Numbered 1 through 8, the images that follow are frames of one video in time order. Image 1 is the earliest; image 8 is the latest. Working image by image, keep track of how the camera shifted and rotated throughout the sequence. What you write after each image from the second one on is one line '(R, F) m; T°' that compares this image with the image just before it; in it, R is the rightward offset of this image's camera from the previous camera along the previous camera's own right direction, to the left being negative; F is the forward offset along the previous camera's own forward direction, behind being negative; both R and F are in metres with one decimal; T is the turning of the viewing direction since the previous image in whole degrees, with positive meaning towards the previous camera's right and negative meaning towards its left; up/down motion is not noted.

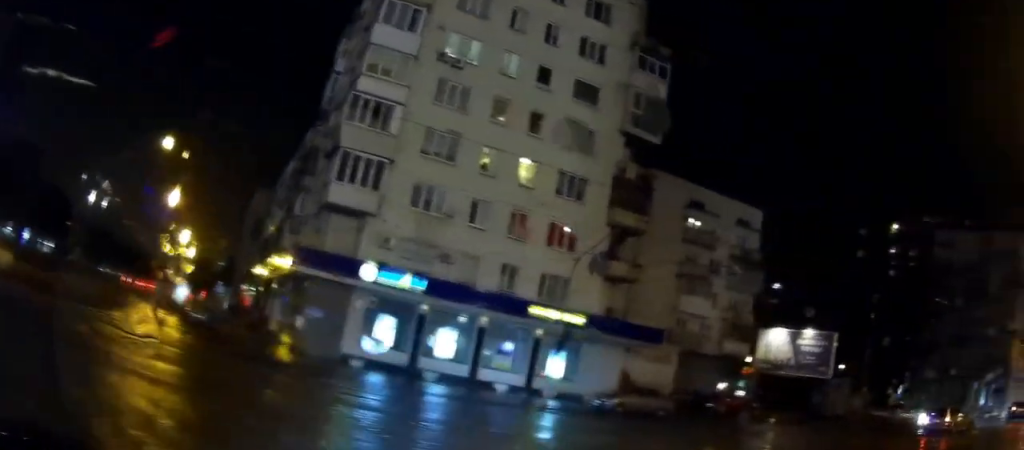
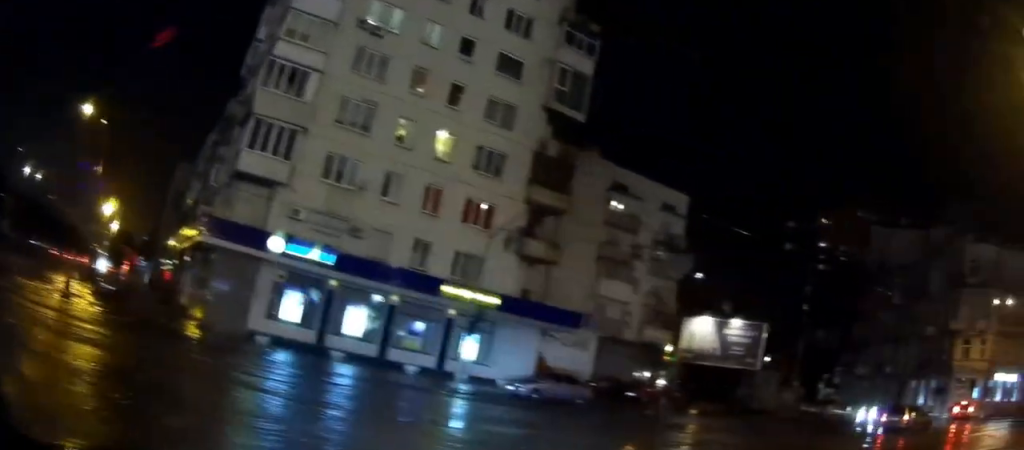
(-0.1, +1.6) m; +5°
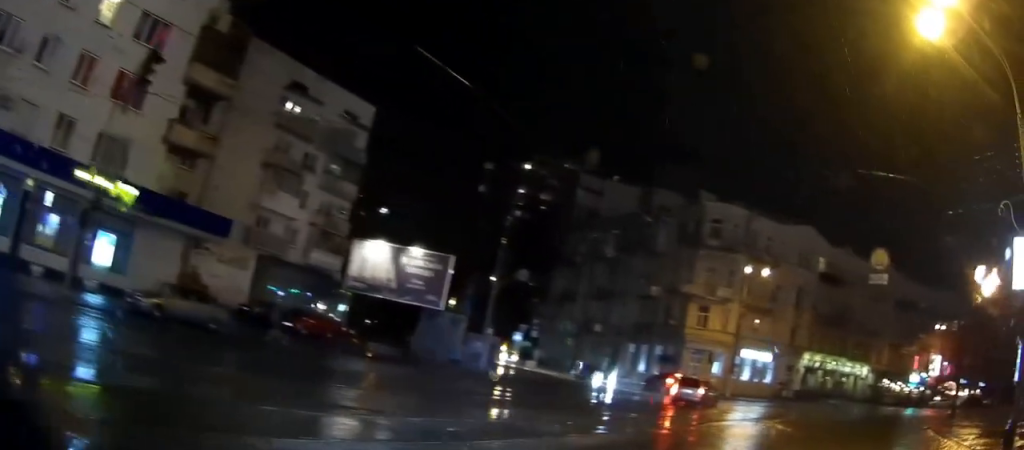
(+1.6, +6.2) m; +23°
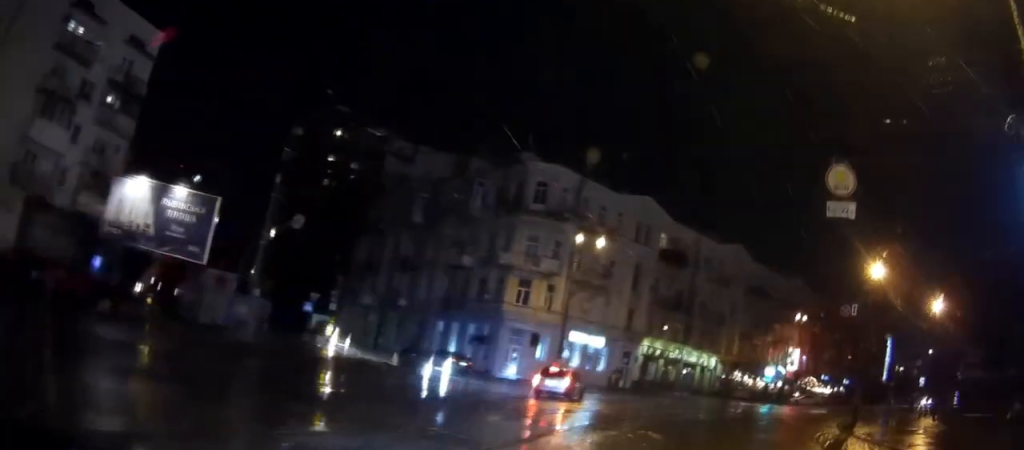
(+0.6, +7.0) m; +19°
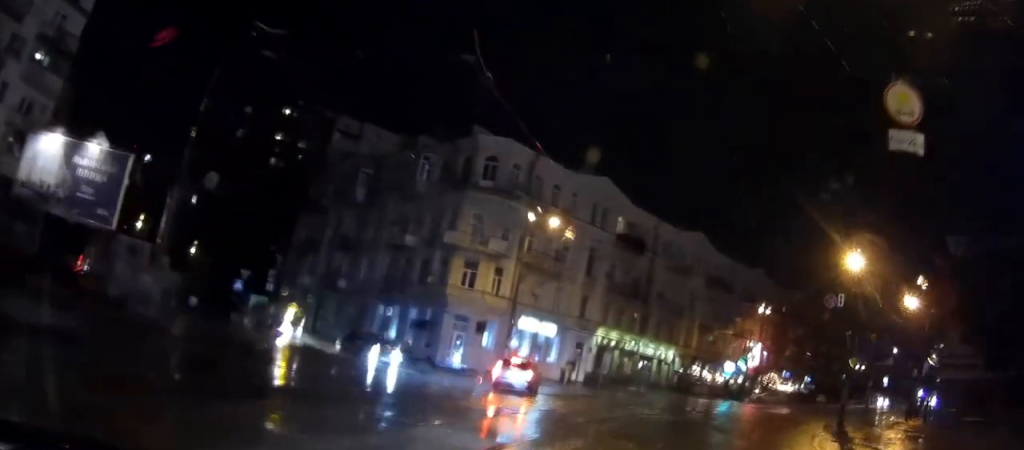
(+0.7, +3.9) m; +9°
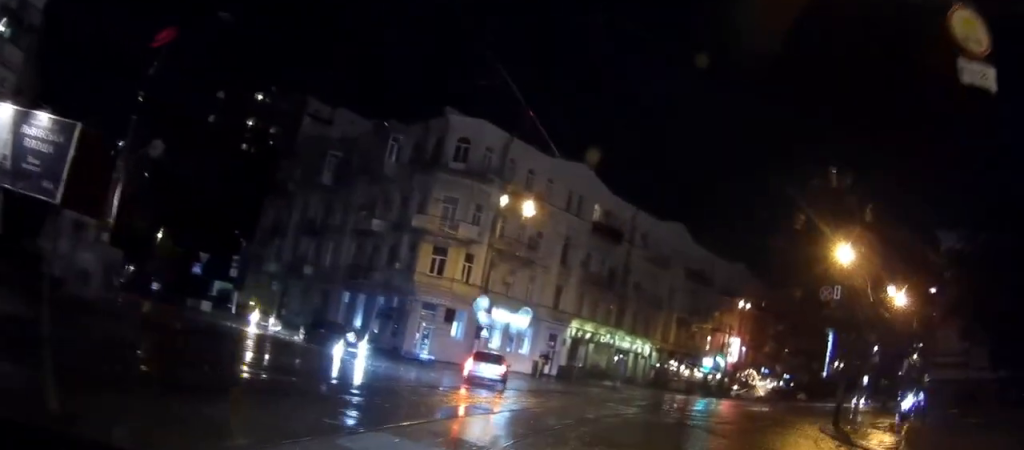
(+0.1, +2.6) m; +2°
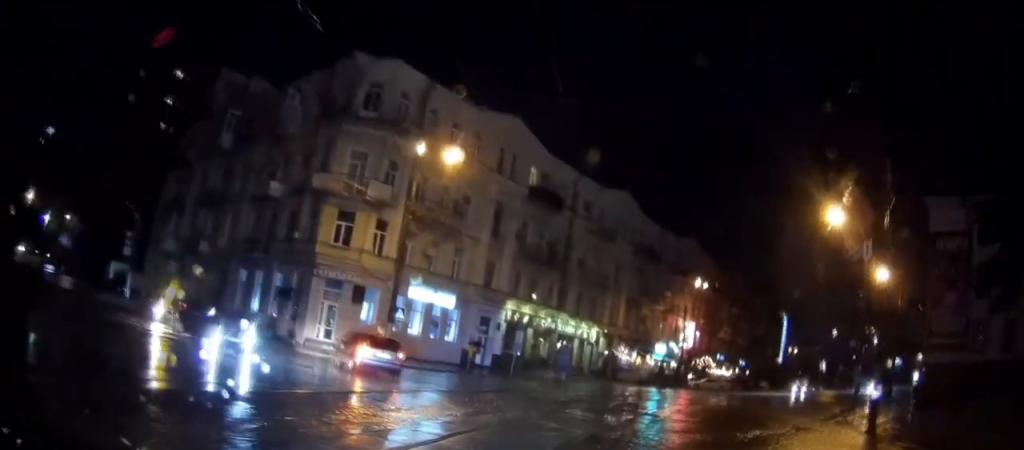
(+0.1, +9.4) m; +4°
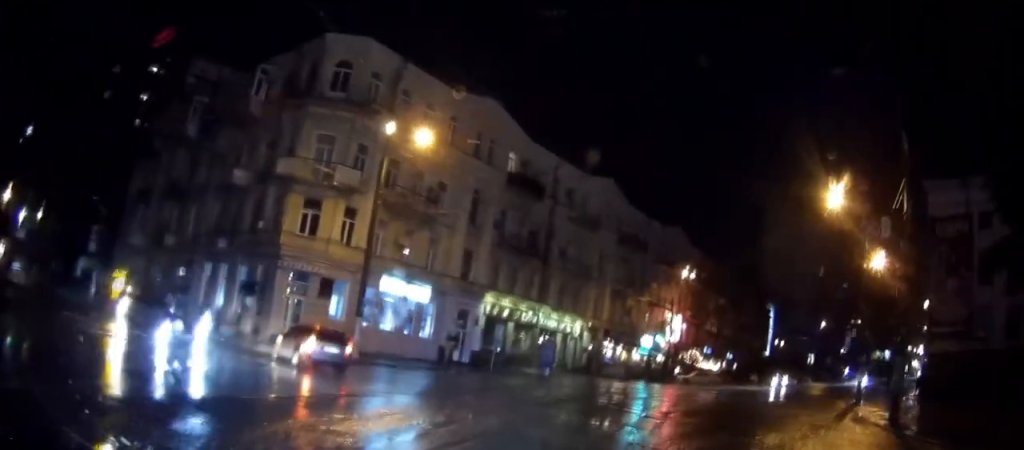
(+0.1, +3.1) m; +2°
